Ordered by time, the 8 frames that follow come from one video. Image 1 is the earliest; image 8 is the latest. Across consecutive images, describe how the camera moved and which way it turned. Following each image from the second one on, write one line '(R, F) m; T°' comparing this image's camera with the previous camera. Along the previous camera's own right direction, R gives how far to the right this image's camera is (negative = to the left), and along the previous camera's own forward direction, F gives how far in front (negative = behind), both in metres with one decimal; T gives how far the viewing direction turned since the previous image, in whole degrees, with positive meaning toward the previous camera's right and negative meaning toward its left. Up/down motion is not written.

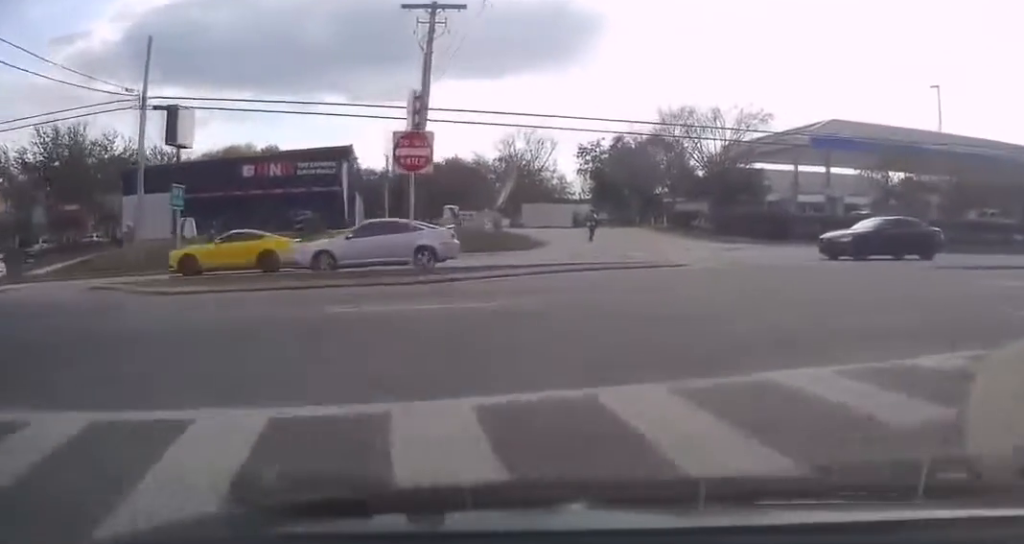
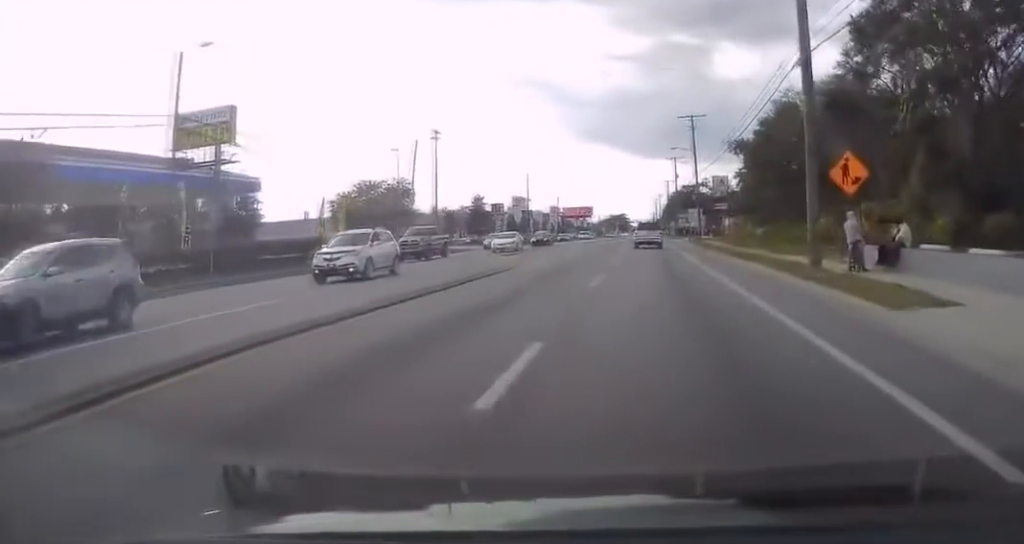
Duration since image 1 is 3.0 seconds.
(+12.1, +14.8) m; +63°
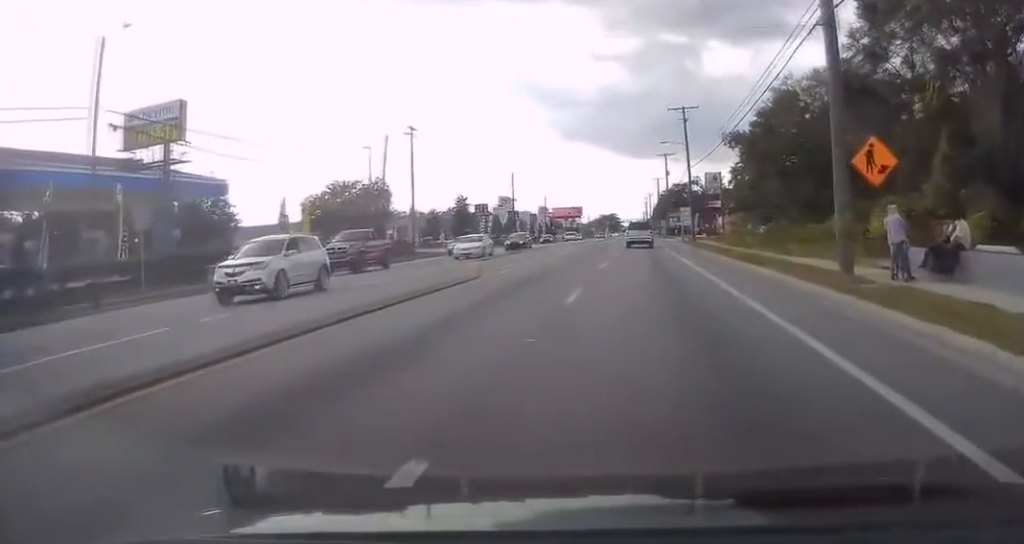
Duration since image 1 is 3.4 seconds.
(+0.2, +4.1) m; +2°
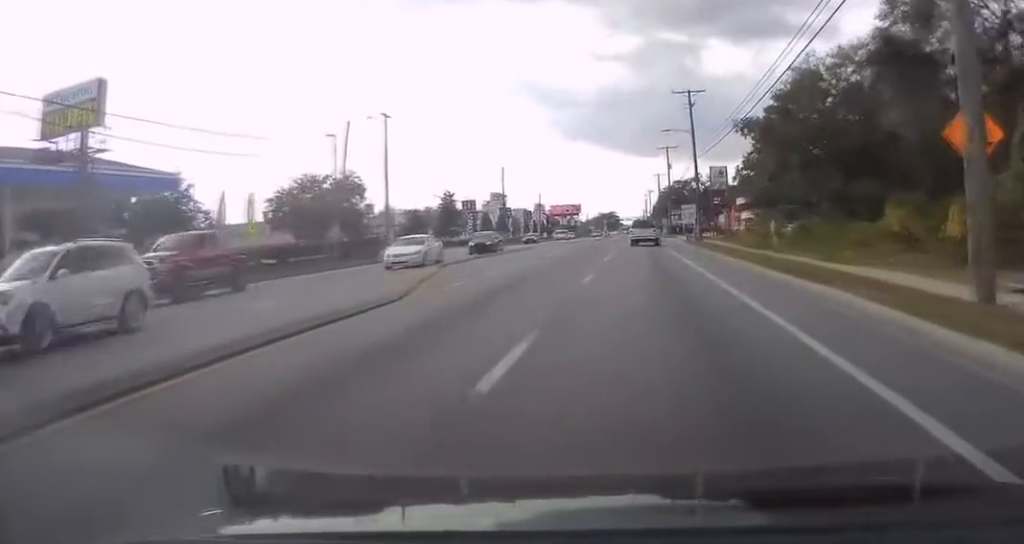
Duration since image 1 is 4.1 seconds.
(+0.1, +7.1) m; +2°
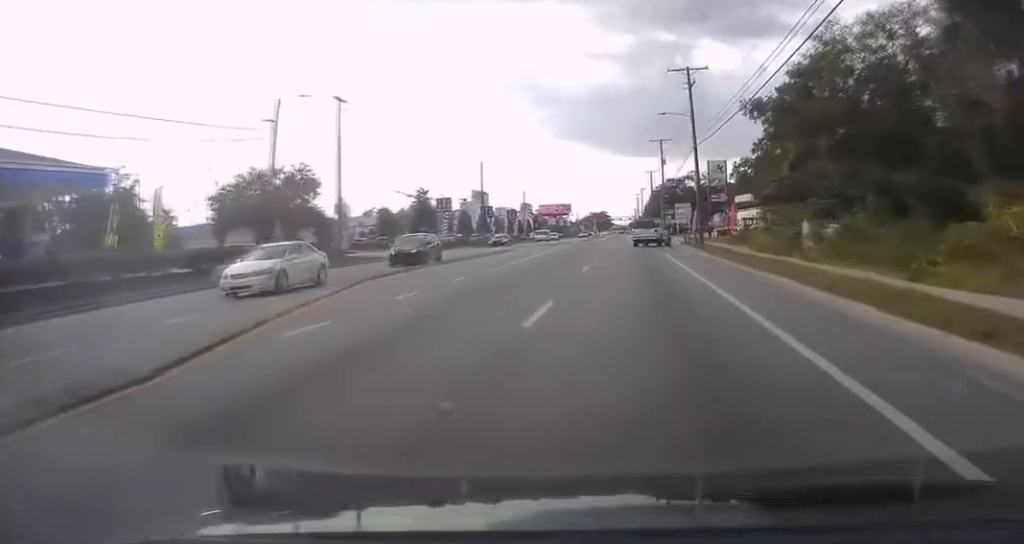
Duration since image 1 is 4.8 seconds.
(0.0, +8.2) m; +2°
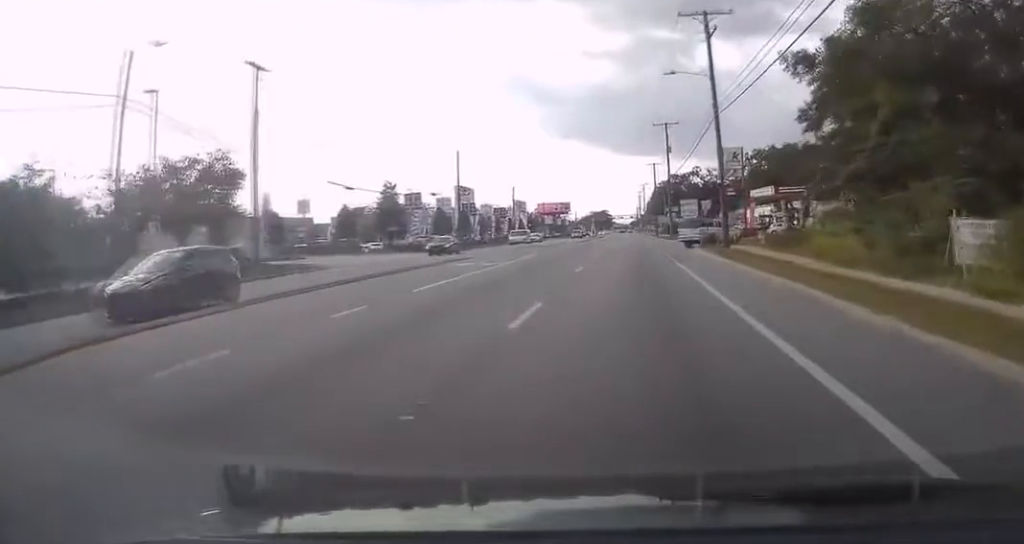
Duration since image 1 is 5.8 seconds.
(+0.3, +12.7) m; +1°
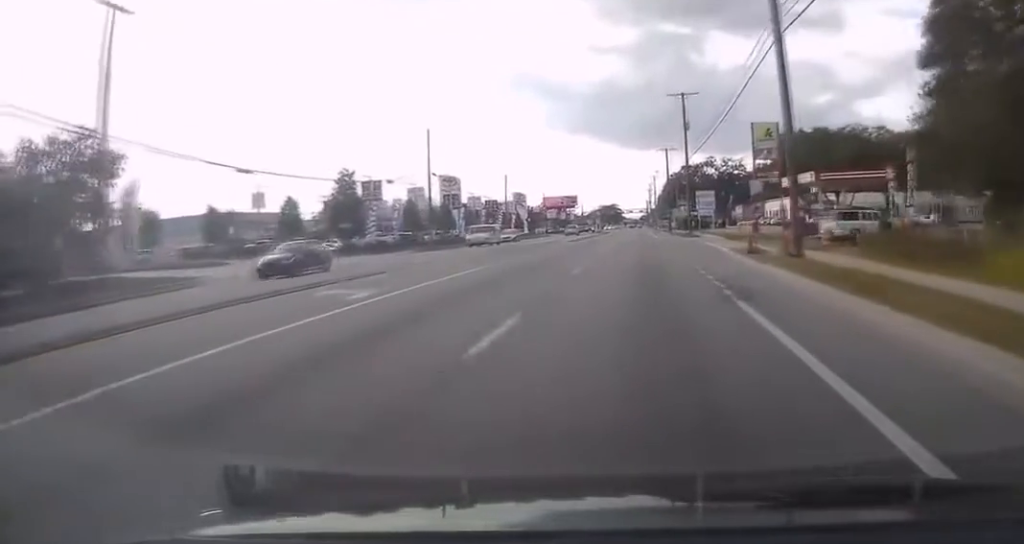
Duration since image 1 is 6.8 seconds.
(-0.2, +14.2) m; -1°
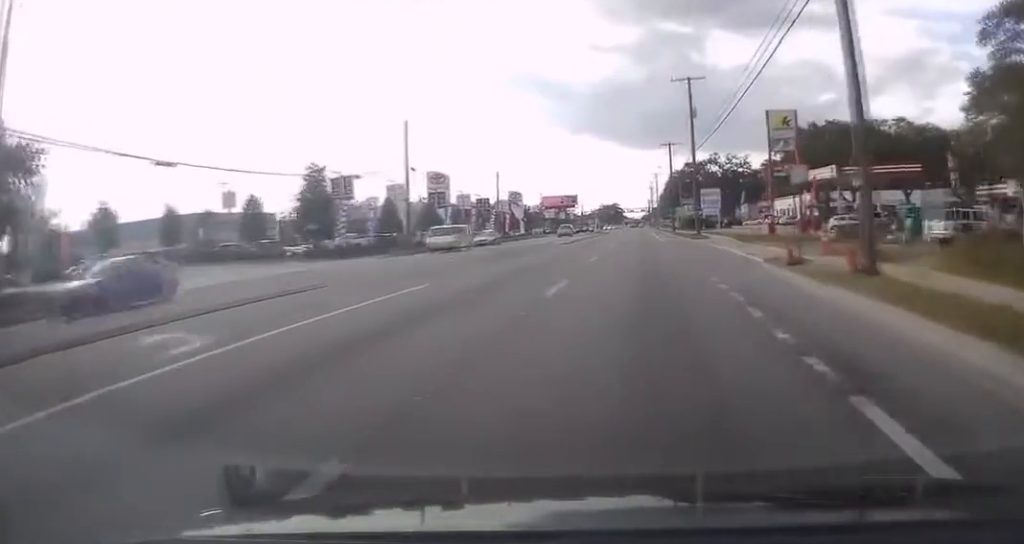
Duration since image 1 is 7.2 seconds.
(0.0, +6.8) m; 0°
